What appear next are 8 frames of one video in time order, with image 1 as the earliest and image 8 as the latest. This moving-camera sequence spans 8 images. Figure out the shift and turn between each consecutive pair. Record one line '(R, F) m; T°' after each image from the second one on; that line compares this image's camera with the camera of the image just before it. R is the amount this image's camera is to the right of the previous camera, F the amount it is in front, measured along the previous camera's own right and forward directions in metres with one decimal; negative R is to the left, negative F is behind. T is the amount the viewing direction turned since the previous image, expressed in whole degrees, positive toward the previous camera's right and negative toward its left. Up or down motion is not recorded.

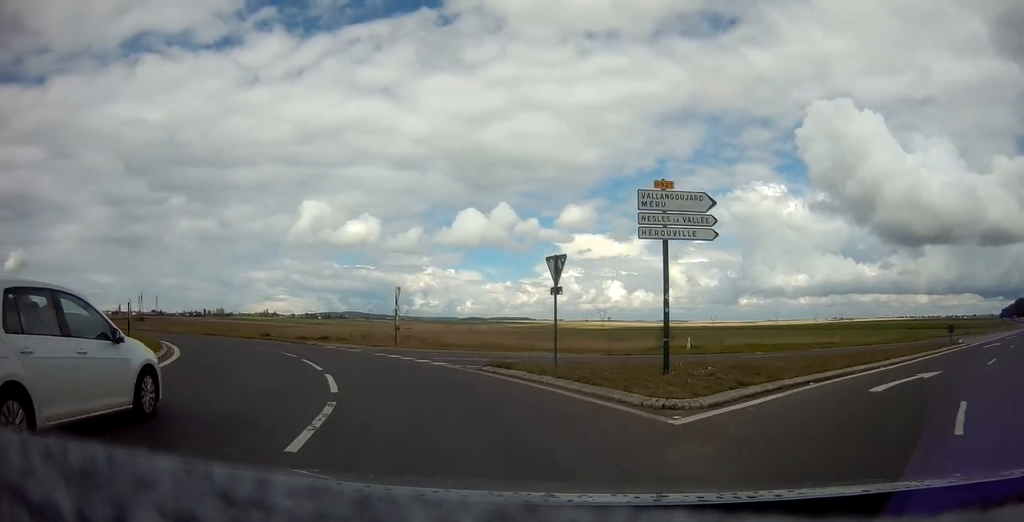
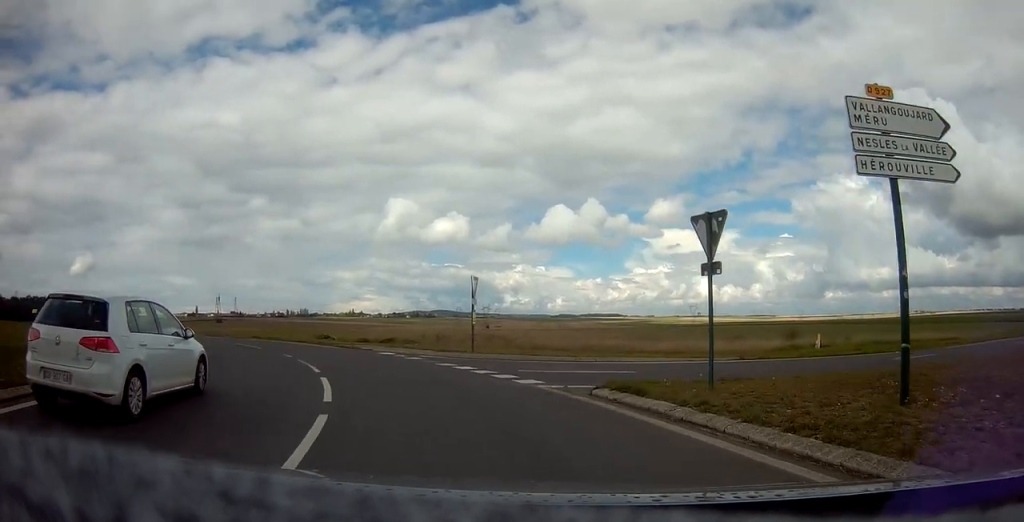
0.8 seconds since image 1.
(-0.5, +5.7) m; -10°
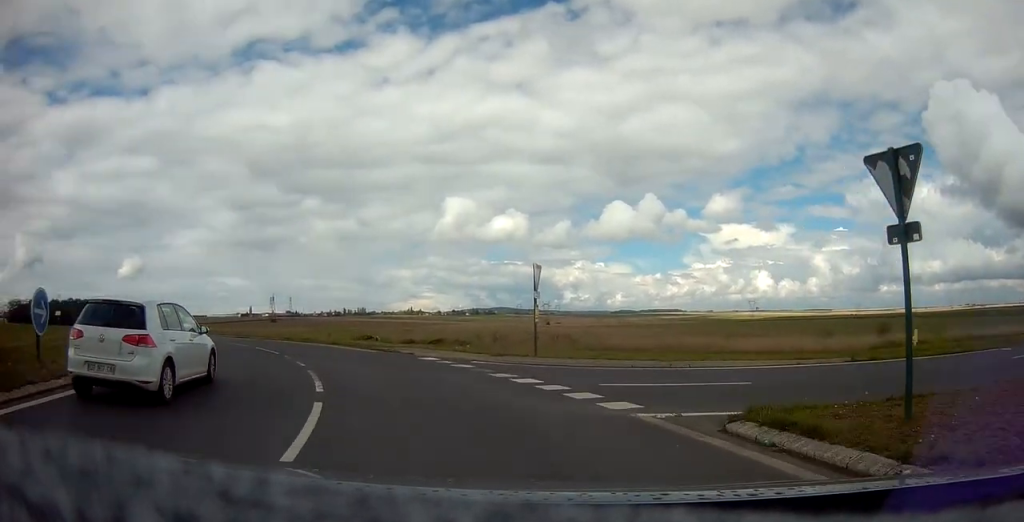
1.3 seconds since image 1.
(0.0, +3.7) m; -6°
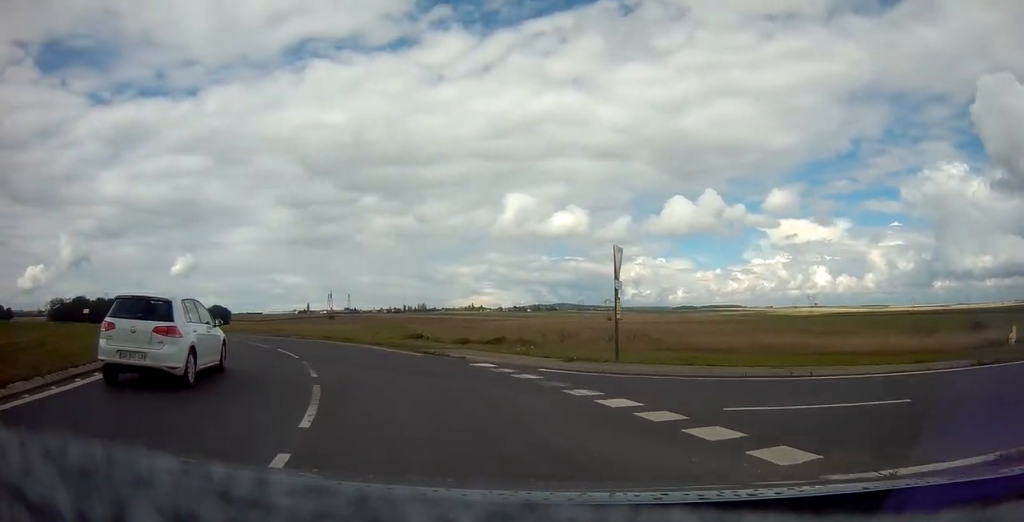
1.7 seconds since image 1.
(-0.3, +3.4) m; -6°
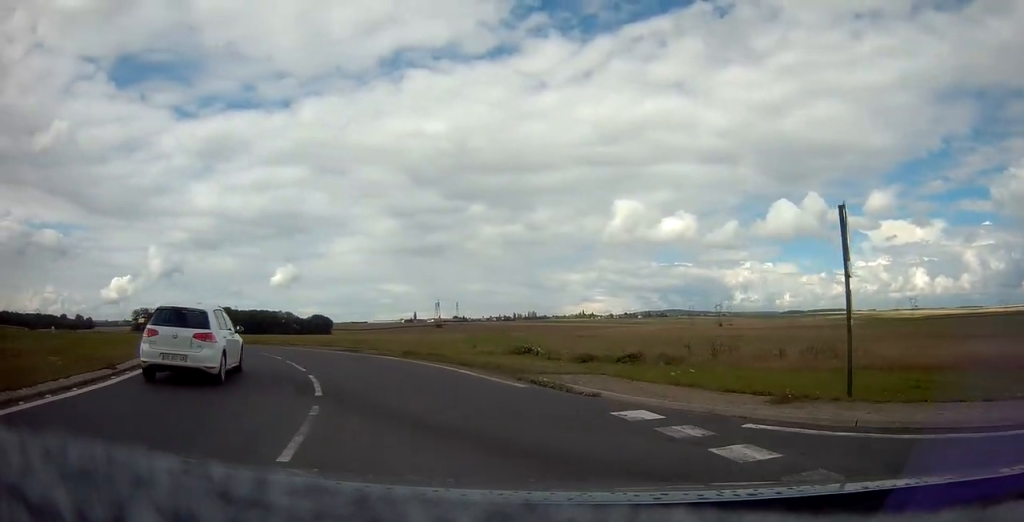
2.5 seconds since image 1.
(-0.3, +6.0) m; -11°
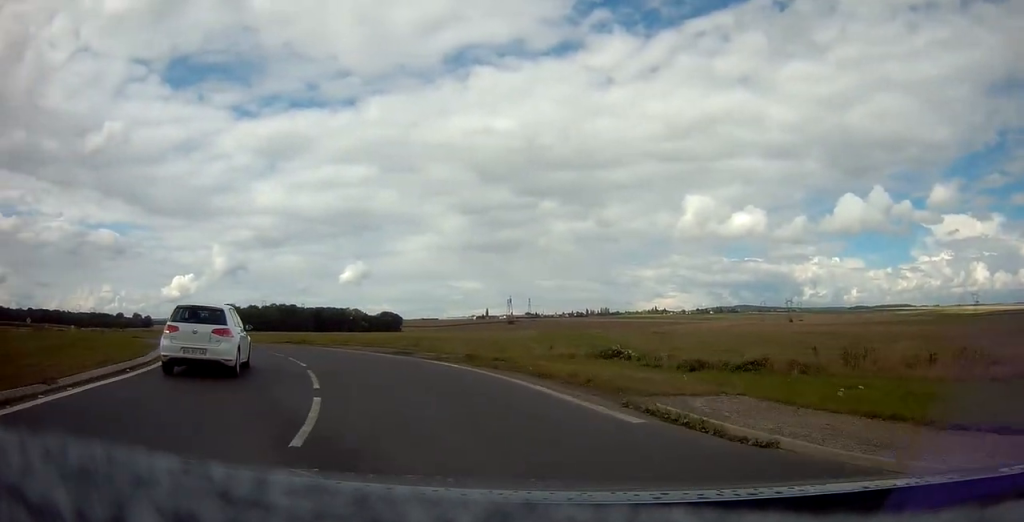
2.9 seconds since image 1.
(-0.5, +4.0) m; -6°
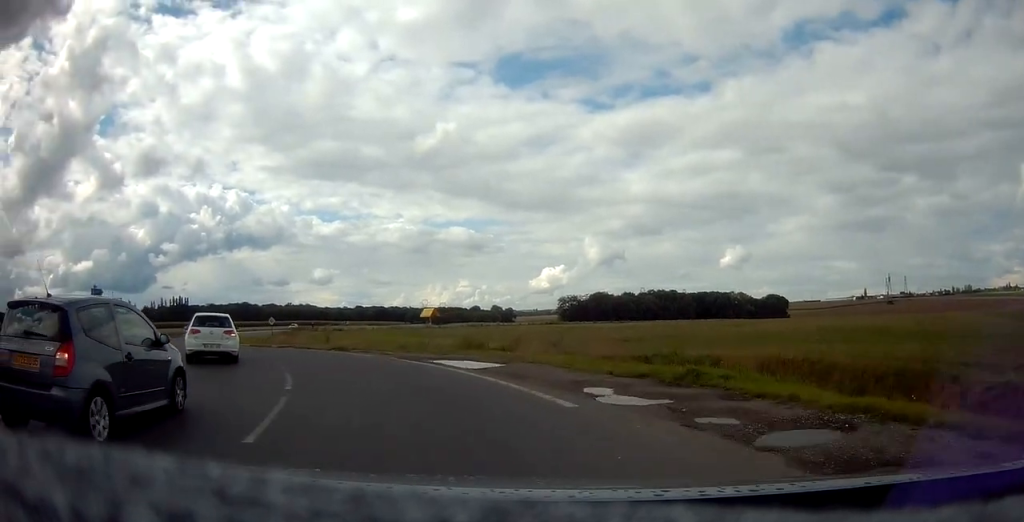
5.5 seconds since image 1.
(-6.7, +22.1) m; -39°
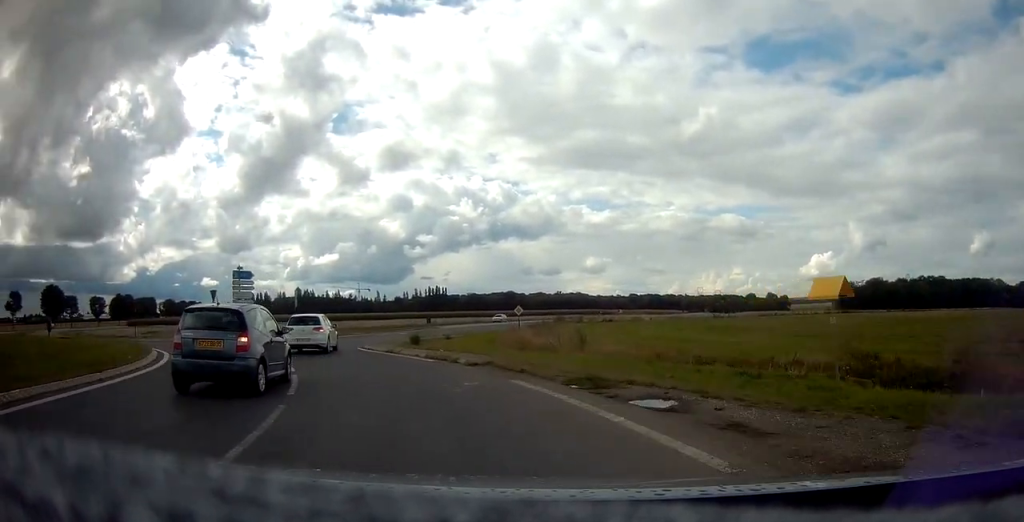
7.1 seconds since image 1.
(-3.8, +15.4) m; -24°
